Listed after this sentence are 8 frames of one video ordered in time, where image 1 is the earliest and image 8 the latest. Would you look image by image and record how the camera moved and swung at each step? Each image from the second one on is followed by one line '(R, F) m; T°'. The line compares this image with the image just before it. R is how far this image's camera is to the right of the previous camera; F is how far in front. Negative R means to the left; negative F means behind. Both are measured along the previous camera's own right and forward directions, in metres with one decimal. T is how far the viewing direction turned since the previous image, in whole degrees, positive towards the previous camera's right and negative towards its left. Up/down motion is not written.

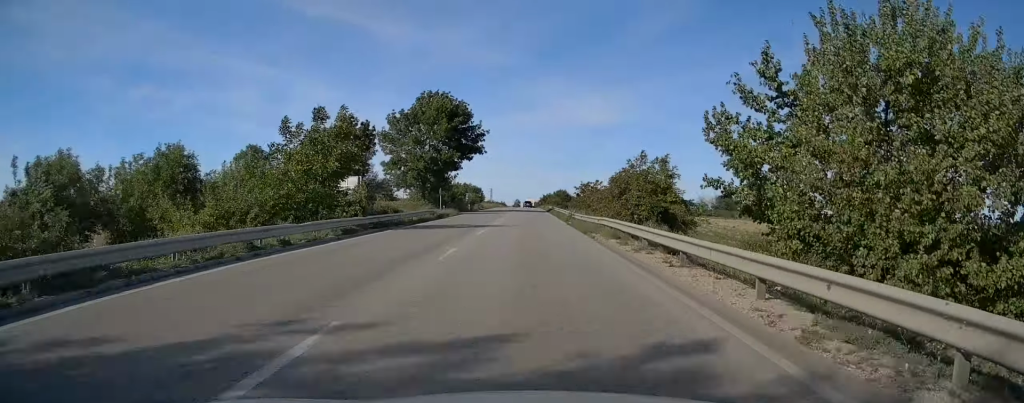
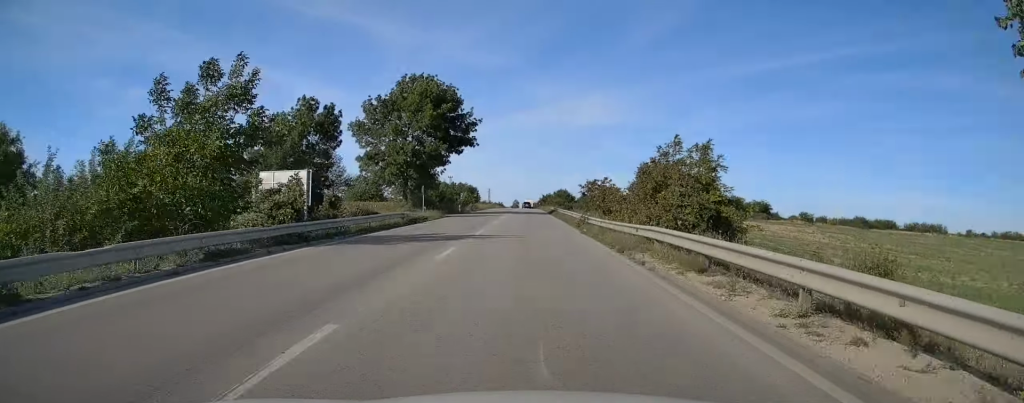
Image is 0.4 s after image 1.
(+0.1, +9.4) m; 0°
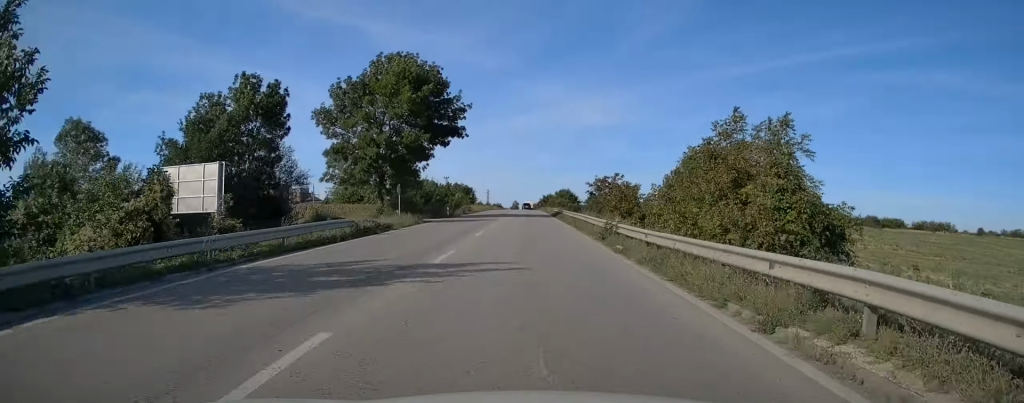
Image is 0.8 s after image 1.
(0.0, +9.3) m; 0°
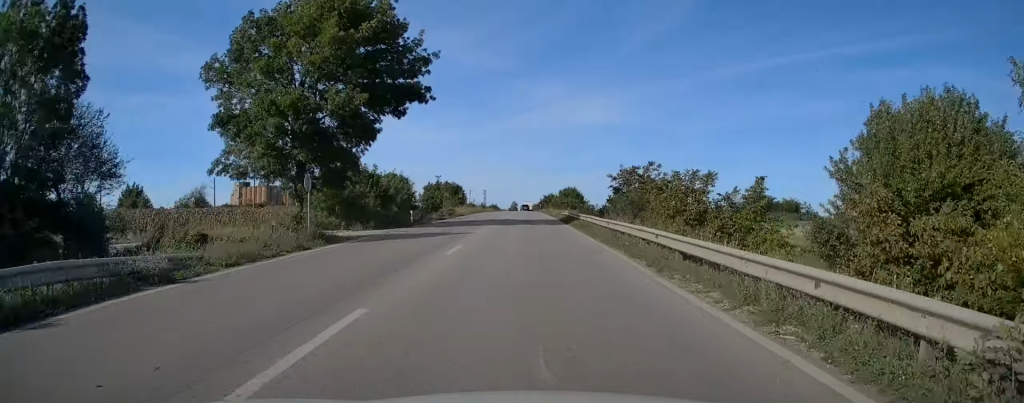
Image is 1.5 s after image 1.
(0.0, +17.1) m; 0°
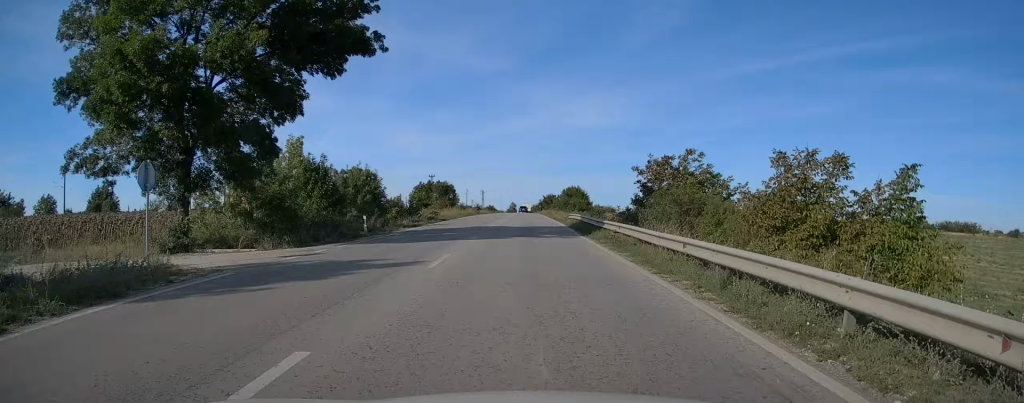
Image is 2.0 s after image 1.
(0.0, +10.8) m; 0°
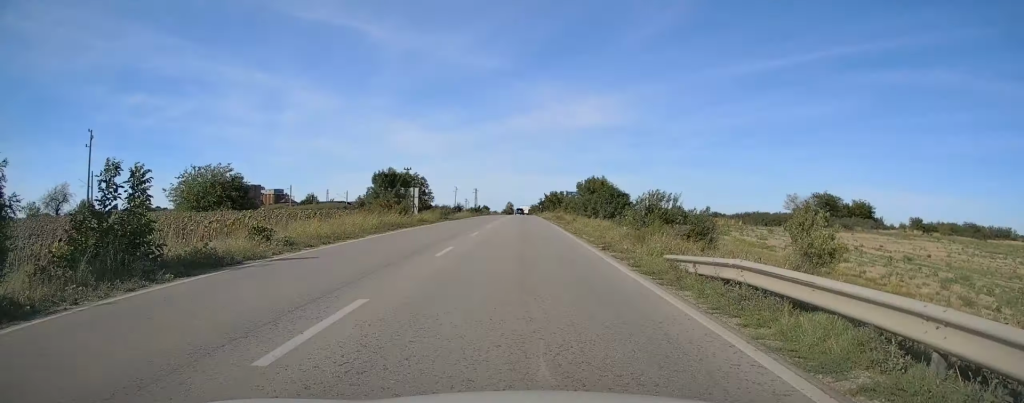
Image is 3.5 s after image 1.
(-0.2, +33.9) m; 0°
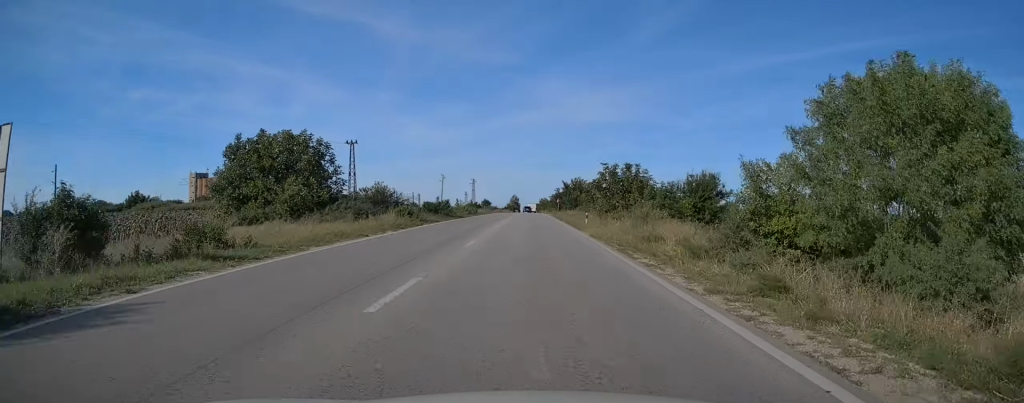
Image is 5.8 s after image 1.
(-0.3, +52.3) m; -1°
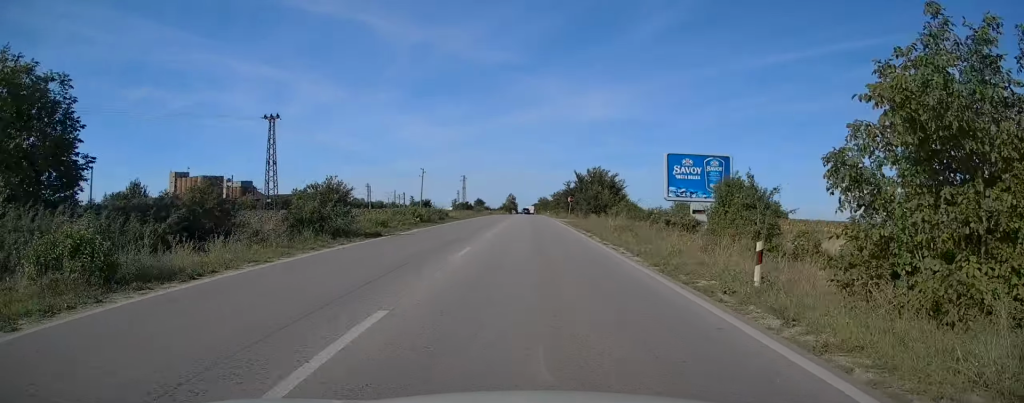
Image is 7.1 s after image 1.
(+0.2, +30.0) m; 0°
